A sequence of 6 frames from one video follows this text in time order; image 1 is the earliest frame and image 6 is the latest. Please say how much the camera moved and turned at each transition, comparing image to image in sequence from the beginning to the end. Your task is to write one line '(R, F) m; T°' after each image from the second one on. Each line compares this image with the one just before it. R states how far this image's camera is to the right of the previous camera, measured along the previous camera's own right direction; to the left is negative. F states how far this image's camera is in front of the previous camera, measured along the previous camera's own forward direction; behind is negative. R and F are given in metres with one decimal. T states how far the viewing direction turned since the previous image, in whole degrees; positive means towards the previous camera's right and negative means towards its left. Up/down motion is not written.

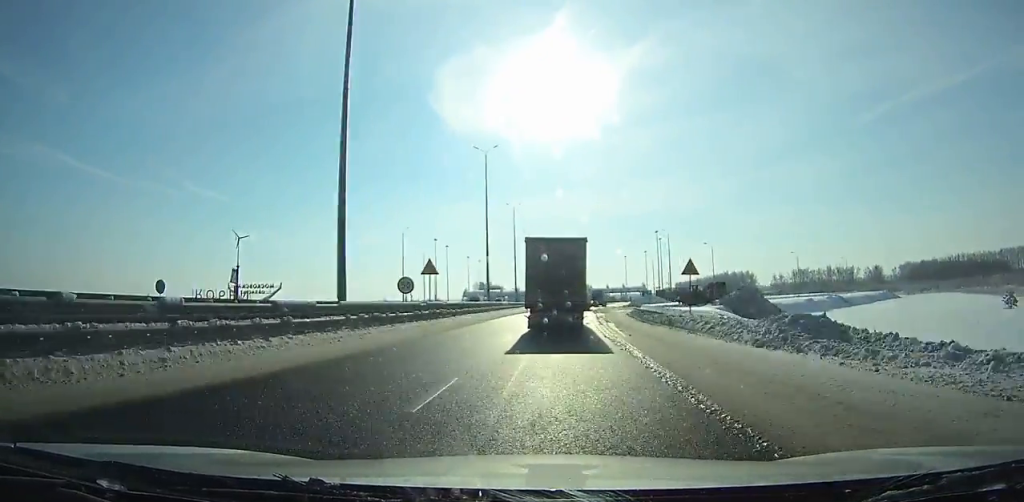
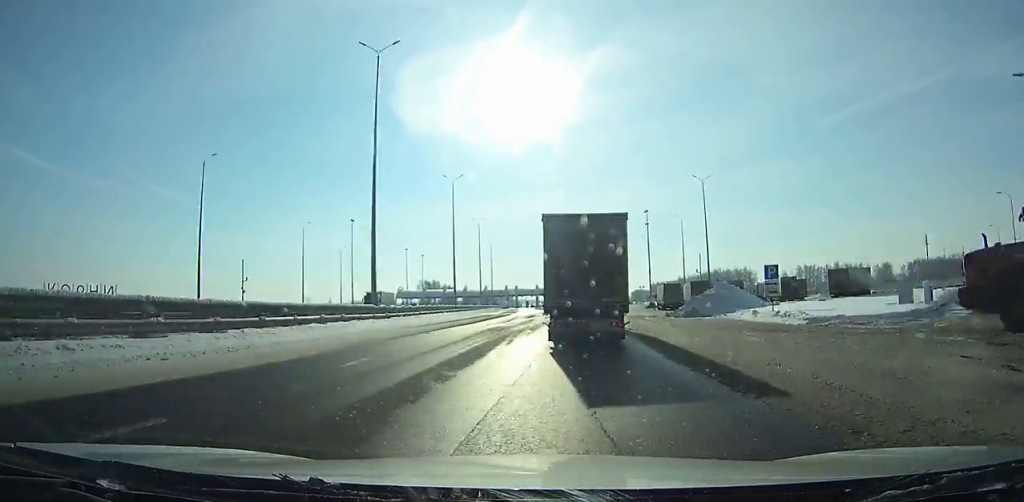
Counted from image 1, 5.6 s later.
(+2.5, +73.8) m; +4°
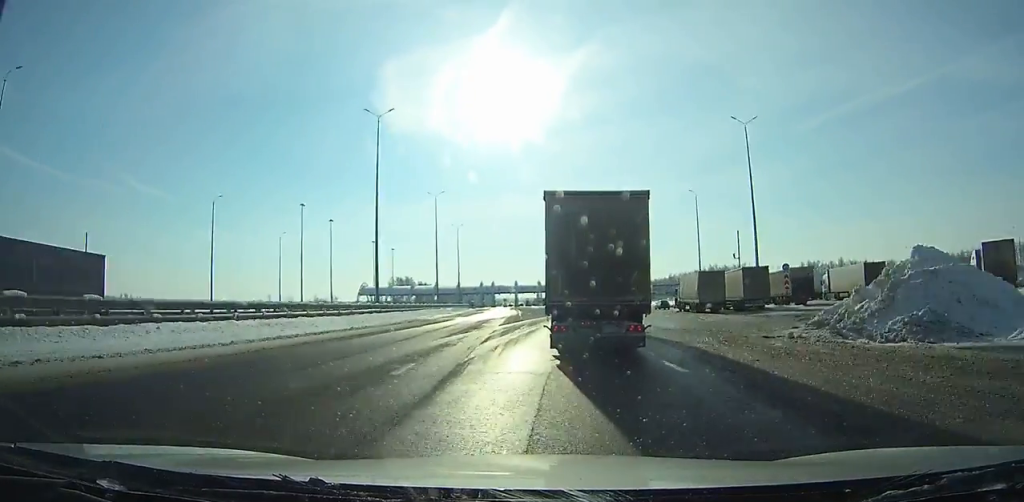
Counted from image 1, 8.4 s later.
(+0.6, +29.7) m; +2°
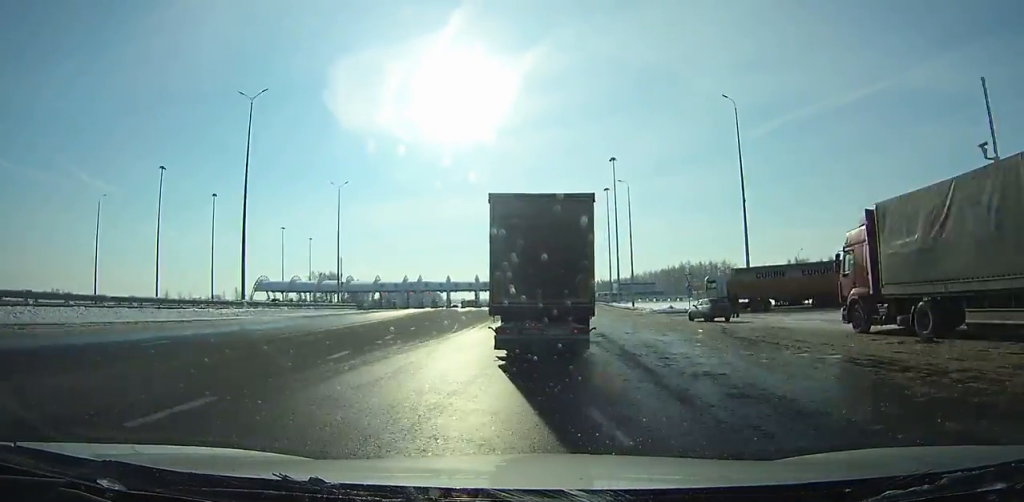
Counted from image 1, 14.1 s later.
(+1.5, +54.7) m; +2°
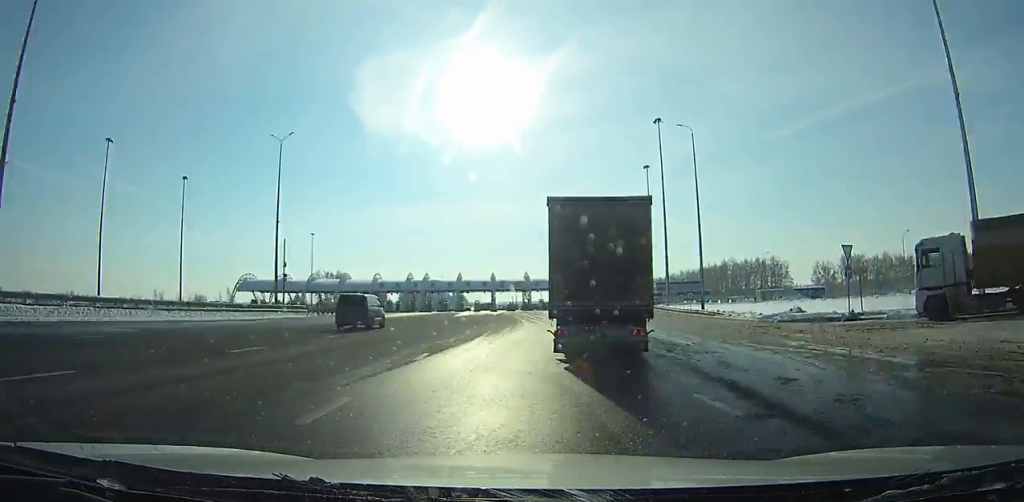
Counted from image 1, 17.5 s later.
(-0.5, +33.7) m; -2°
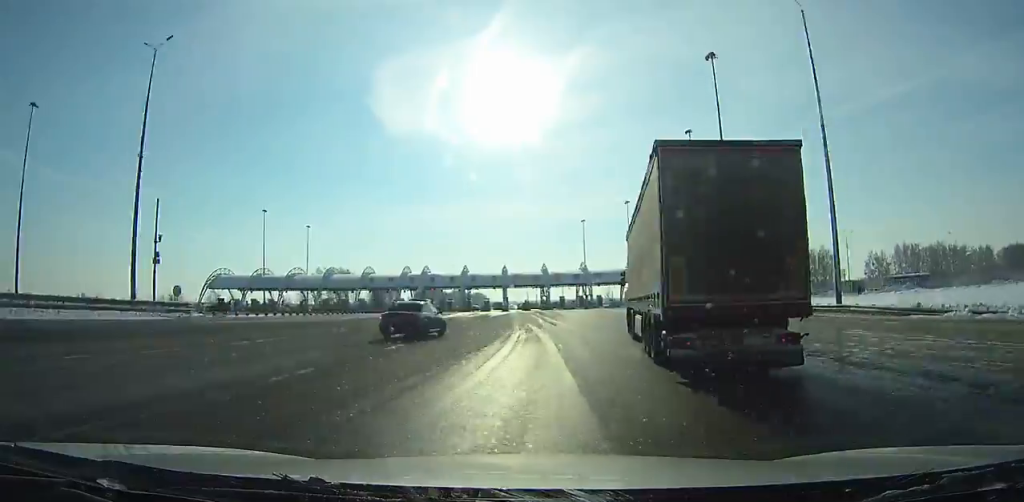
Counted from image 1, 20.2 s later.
(-0.4, +28.3) m; -2°
